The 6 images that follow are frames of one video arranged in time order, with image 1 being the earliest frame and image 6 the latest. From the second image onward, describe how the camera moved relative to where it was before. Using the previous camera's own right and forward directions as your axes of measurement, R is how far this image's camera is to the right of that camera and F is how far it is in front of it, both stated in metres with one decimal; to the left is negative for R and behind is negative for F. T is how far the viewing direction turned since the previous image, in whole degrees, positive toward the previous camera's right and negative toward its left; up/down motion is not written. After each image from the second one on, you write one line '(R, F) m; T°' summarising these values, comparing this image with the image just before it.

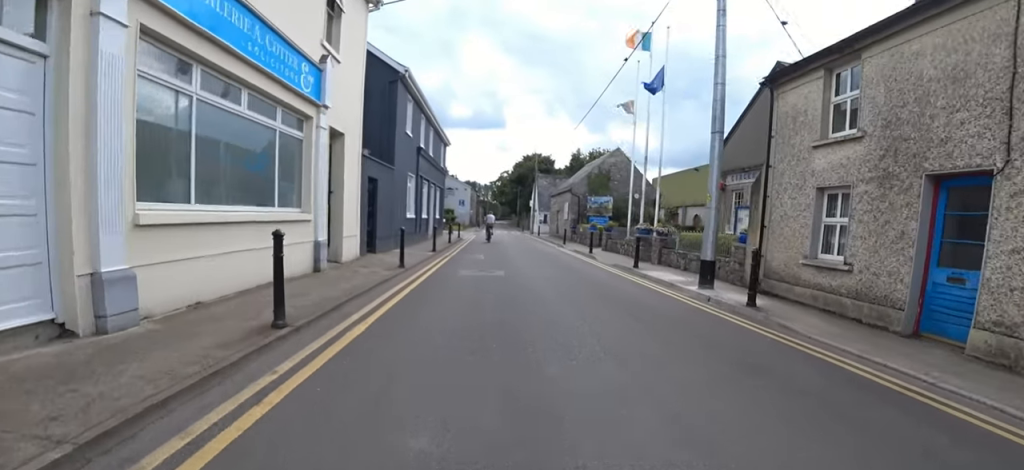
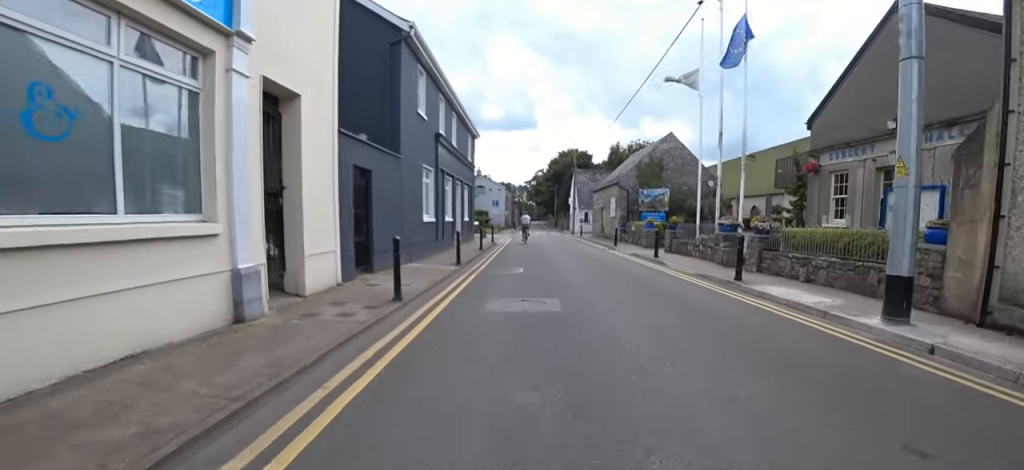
(-0.3, +3.3) m; -5°
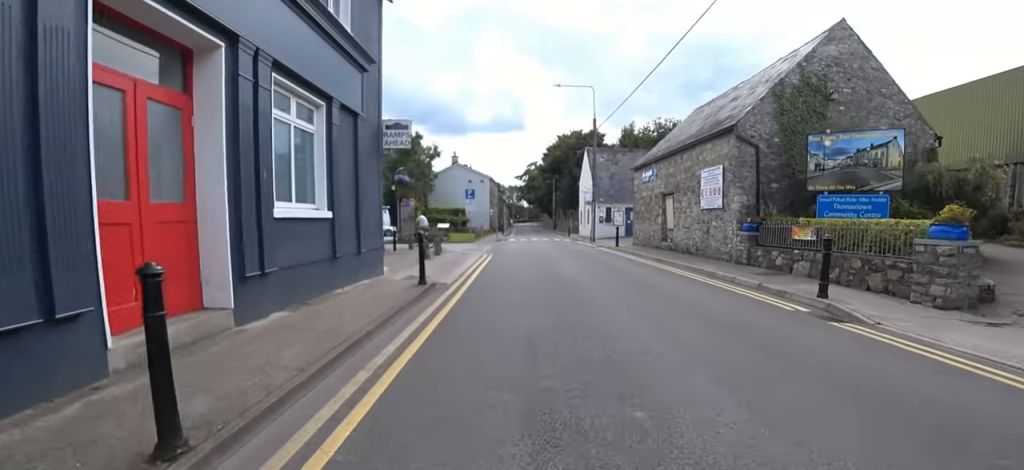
(+0.7, +14.0) m; 0°
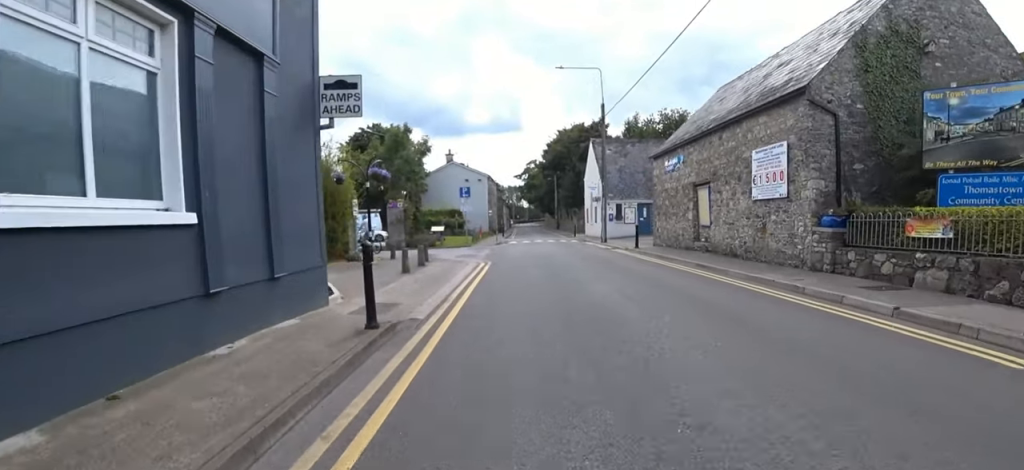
(0.0, +2.7) m; +6°
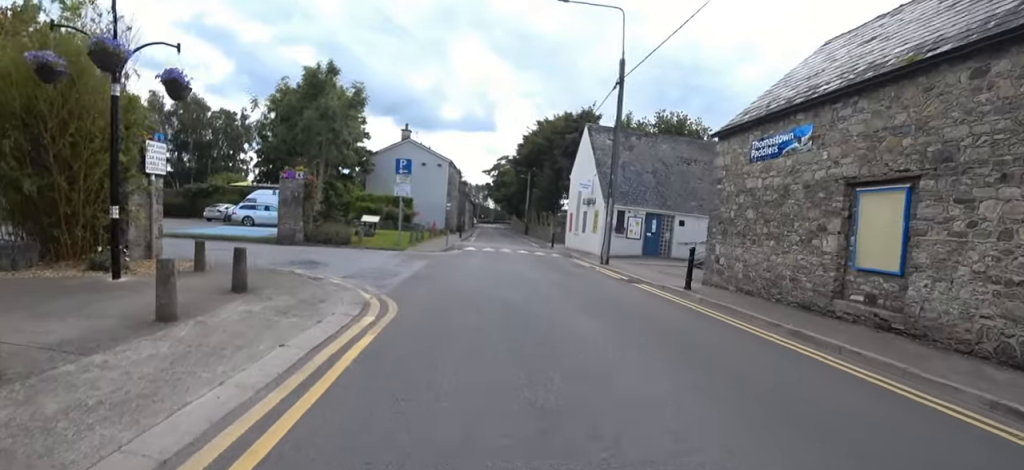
(0.0, +7.6) m; -13°
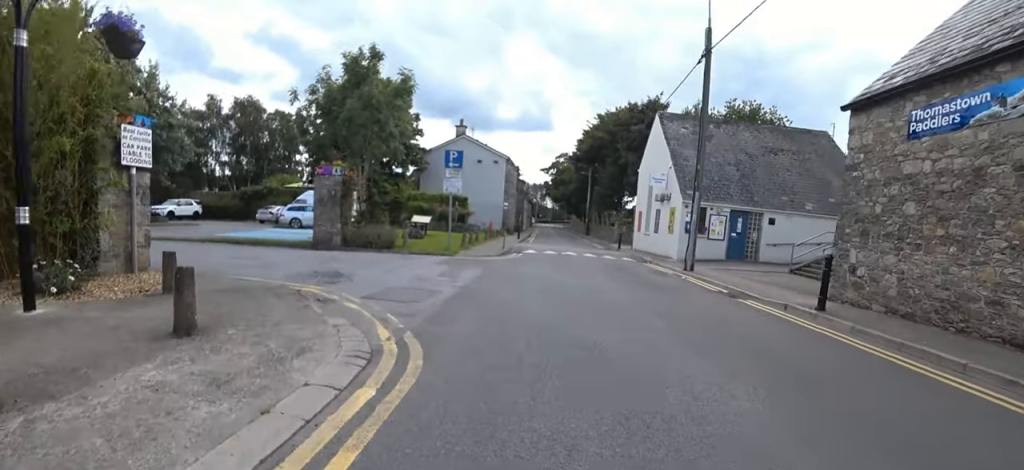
(-0.1, +2.2) m; -6°
